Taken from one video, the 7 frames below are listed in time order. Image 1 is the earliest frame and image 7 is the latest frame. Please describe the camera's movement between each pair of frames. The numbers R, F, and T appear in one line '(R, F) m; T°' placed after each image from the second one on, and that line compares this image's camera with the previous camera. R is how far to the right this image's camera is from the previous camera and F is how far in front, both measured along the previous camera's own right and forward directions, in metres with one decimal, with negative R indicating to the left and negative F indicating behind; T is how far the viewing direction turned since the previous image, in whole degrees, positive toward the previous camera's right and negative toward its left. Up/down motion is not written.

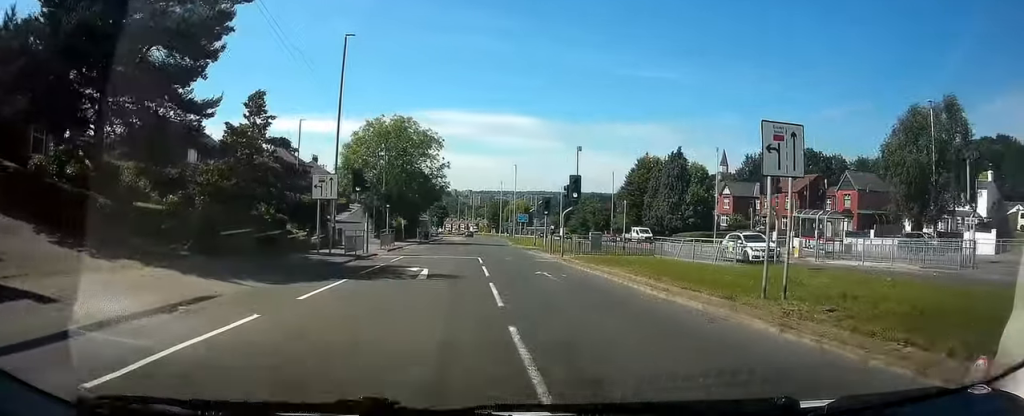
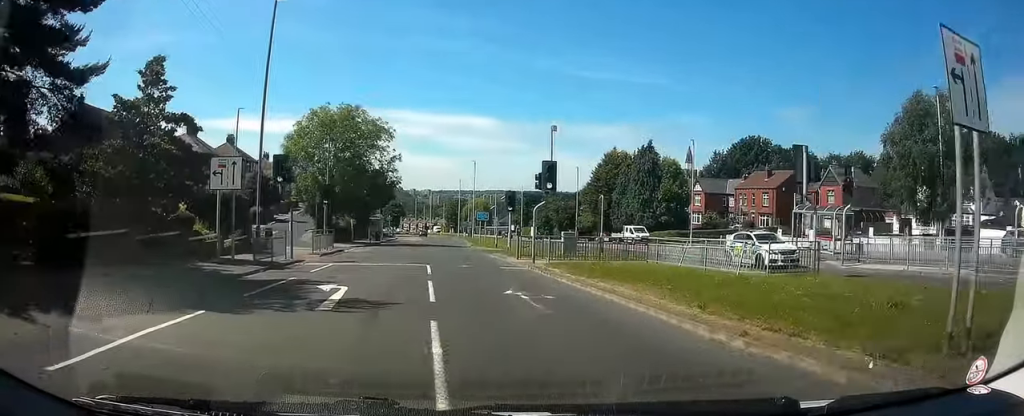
(0.0, +4.9) m; 0°
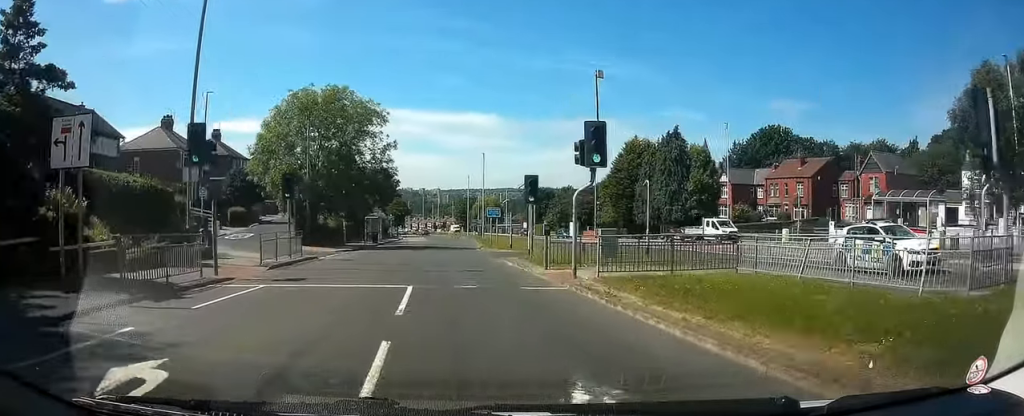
(0.0, +6.8) m; +4°
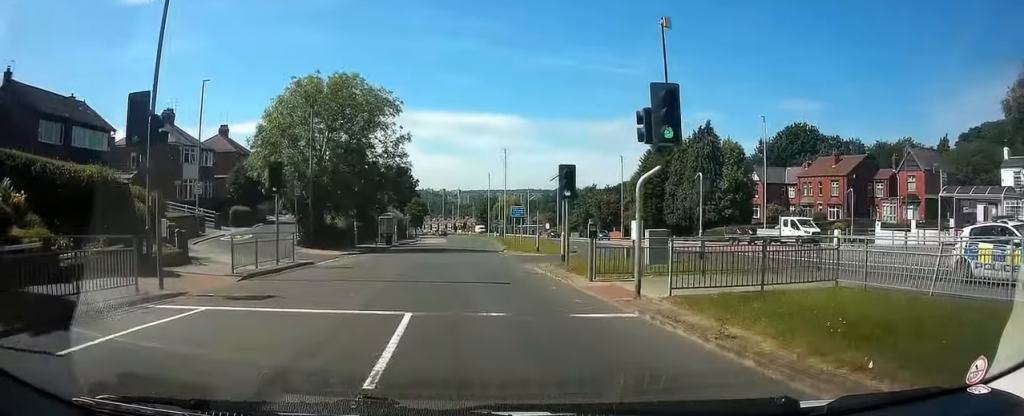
(+0.2, +3.6) m; +2°
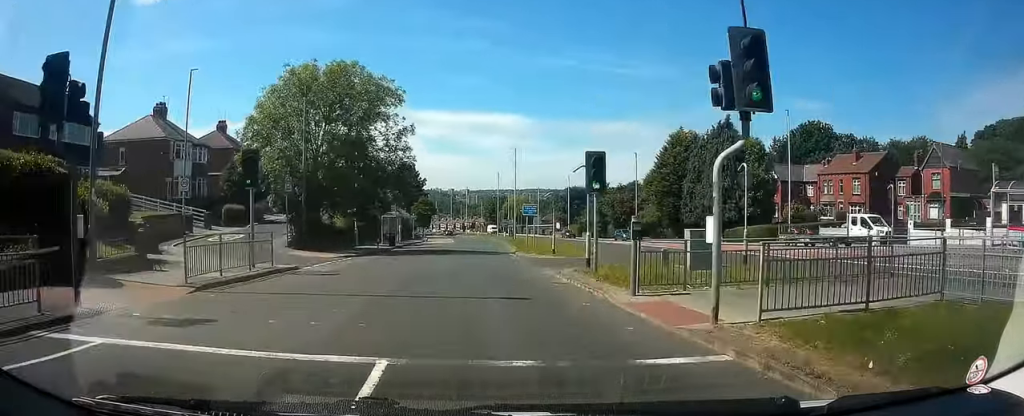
(+0.1, +2.8) m; +1°
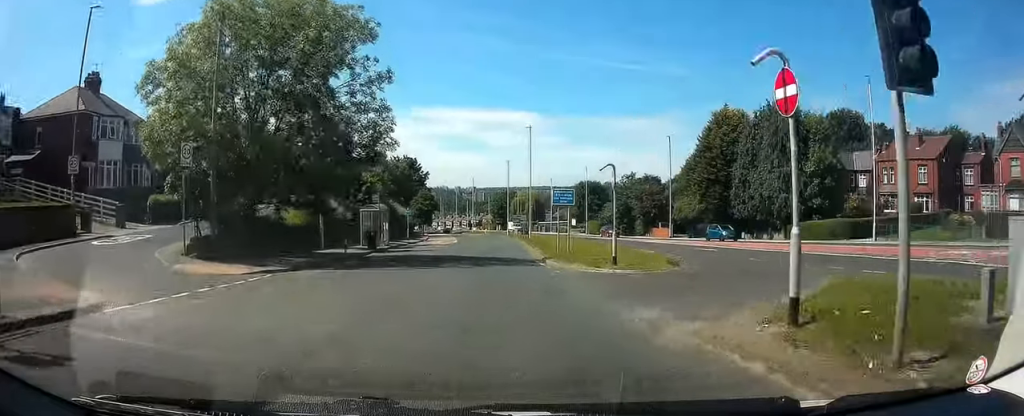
(0.0, +10.8) m; +1°
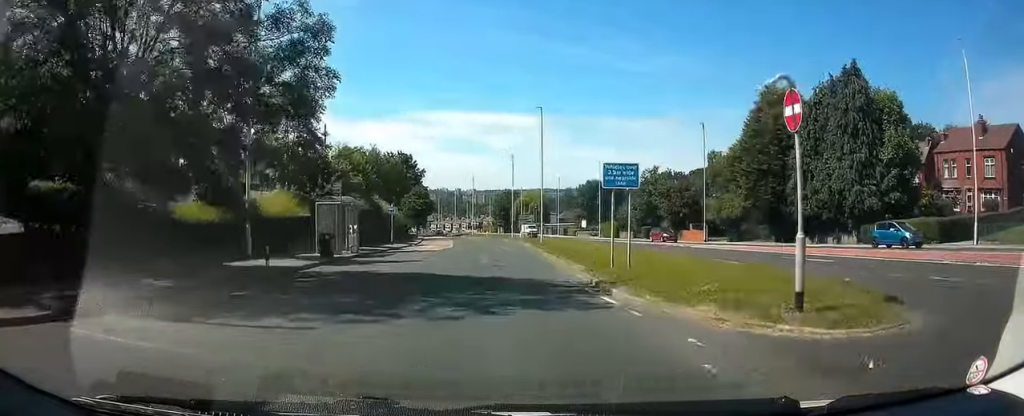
(+0.2, +9.8) m; 0°
